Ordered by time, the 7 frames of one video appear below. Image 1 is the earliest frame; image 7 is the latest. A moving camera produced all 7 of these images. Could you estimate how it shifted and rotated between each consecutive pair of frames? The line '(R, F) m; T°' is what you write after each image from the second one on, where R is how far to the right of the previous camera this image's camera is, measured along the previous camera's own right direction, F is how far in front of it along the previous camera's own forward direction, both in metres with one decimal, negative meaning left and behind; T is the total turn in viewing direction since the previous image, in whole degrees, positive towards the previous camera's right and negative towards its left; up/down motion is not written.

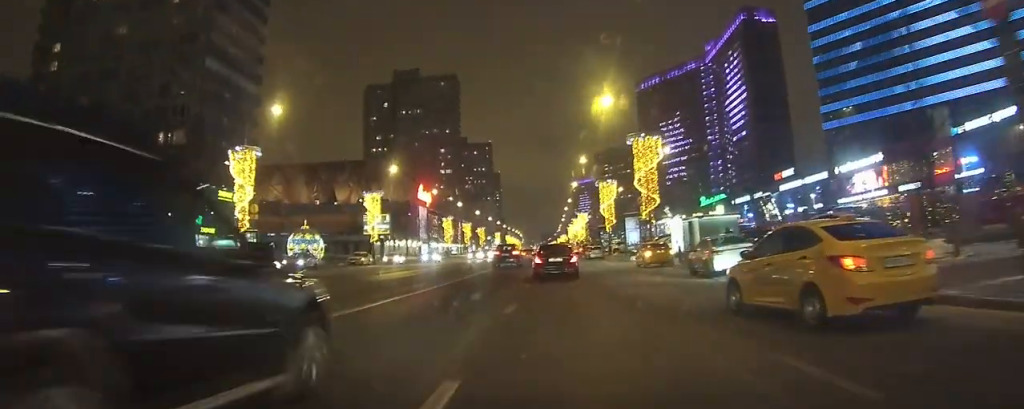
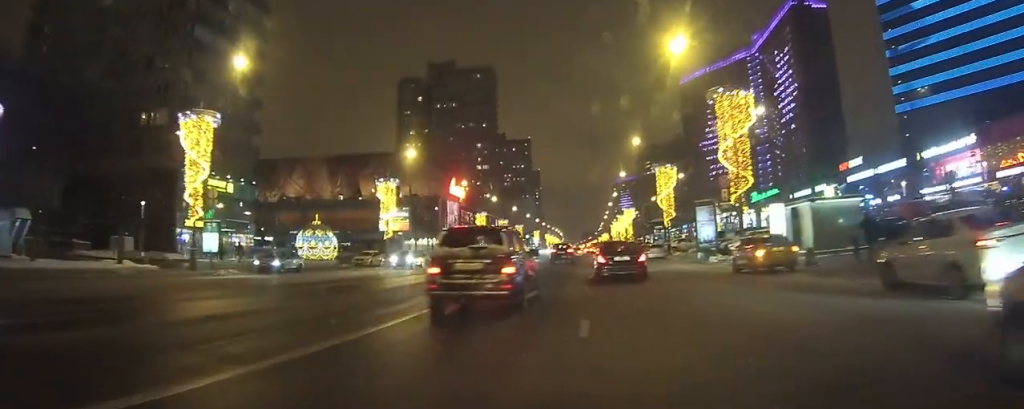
(-0.2, +10.6) m; -1°
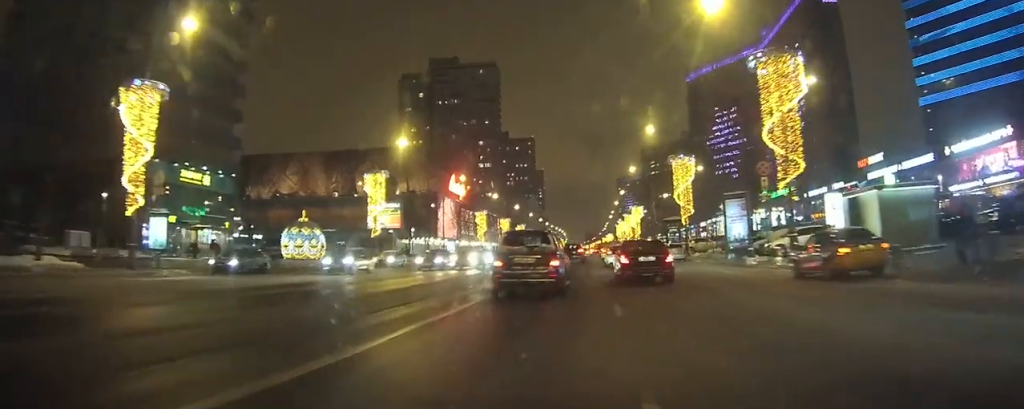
(0.0, +4.5) m; 0°
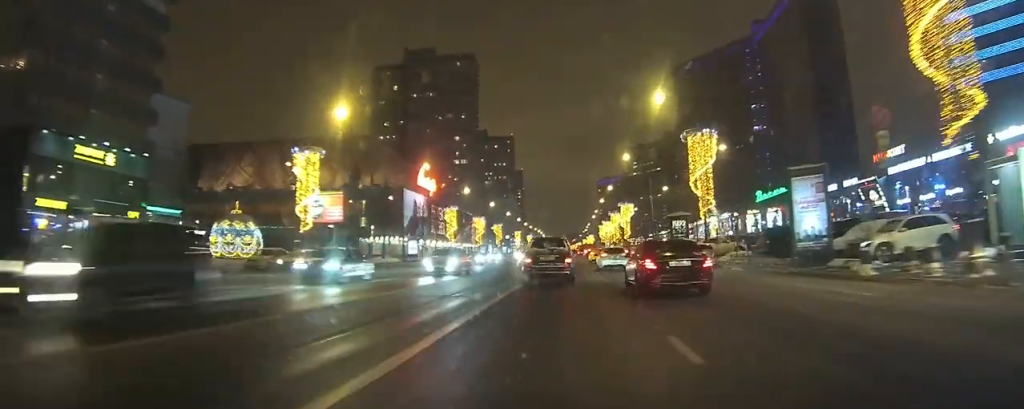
(+0.1, +8.8) m; +1°
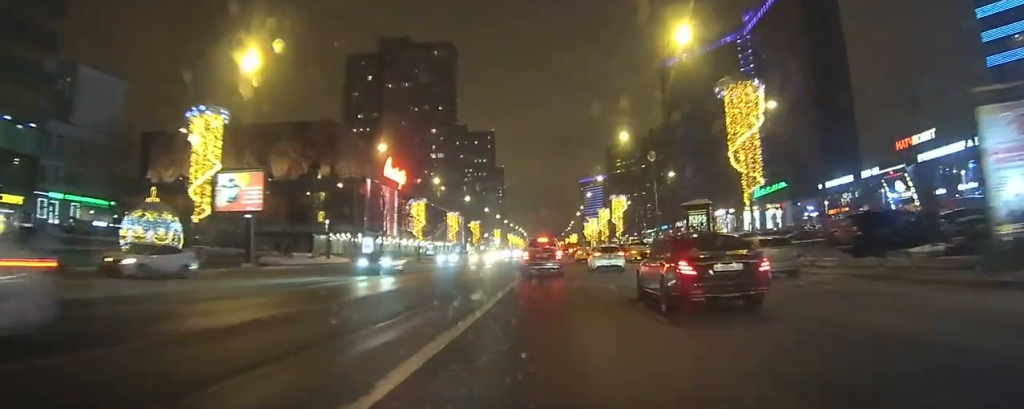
(+0.1, +9.2) m; 0°
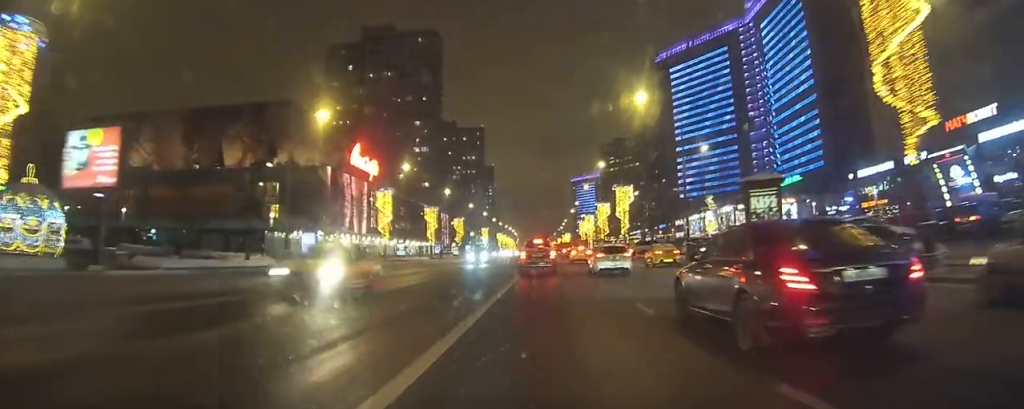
(-0.2, +12.1) m; -1°
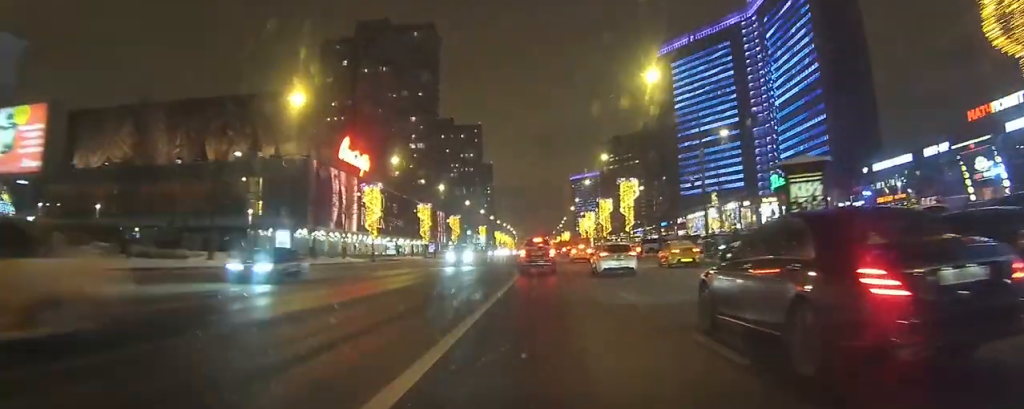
(0.0, +4.3) m; 0°
